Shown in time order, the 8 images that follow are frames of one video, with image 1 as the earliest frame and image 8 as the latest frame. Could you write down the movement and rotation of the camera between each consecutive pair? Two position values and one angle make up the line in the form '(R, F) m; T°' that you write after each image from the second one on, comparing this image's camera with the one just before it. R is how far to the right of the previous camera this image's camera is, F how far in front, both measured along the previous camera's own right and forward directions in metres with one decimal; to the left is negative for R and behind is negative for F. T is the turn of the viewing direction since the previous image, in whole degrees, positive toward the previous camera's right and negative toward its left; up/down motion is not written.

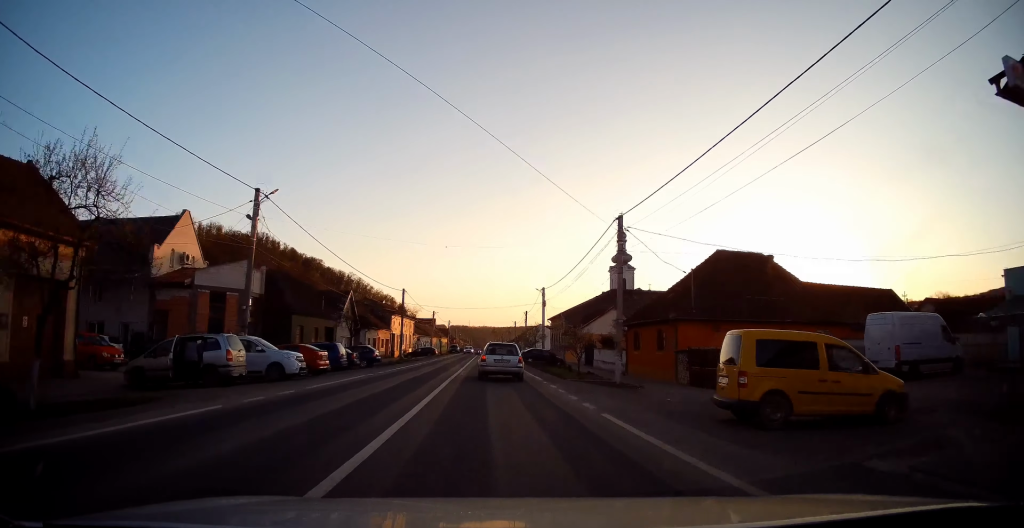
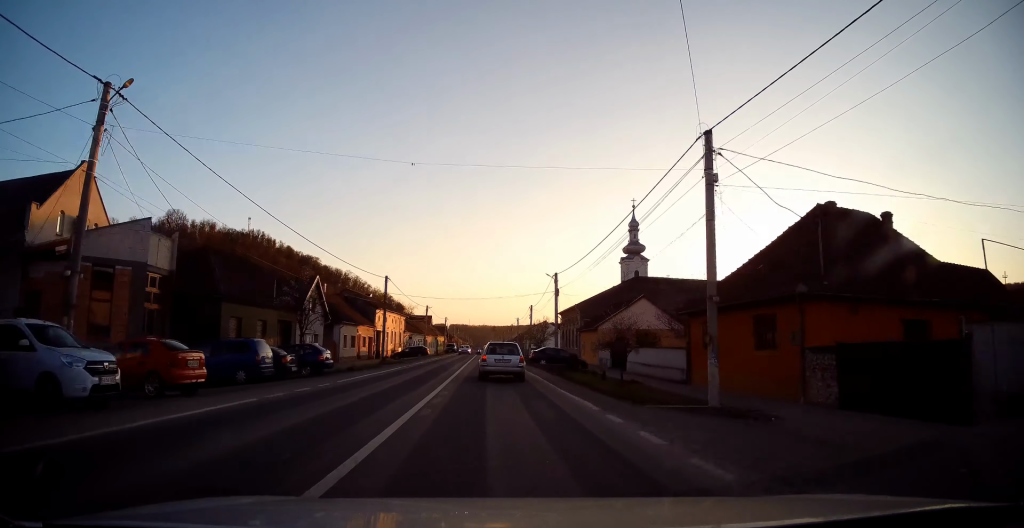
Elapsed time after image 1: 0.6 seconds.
(-0.1, +10.4) m; -1°
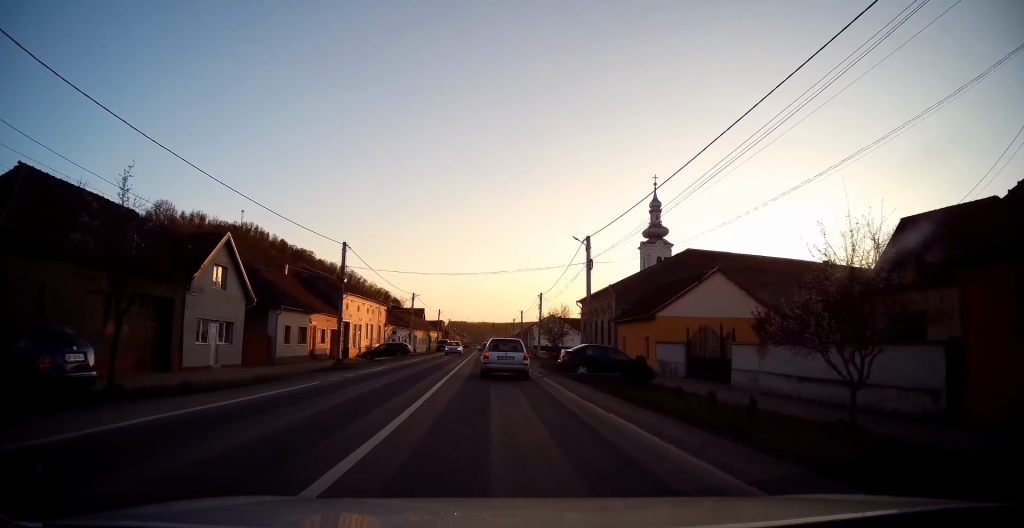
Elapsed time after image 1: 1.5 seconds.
(-0.2, +15.1) m; -1°
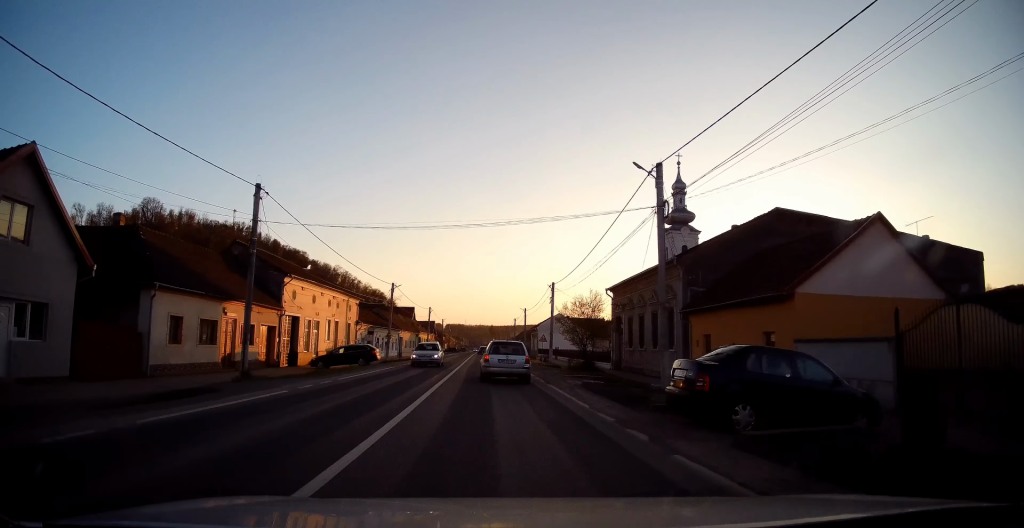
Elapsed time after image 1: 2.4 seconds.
(0.0, +14.1) m; 0°
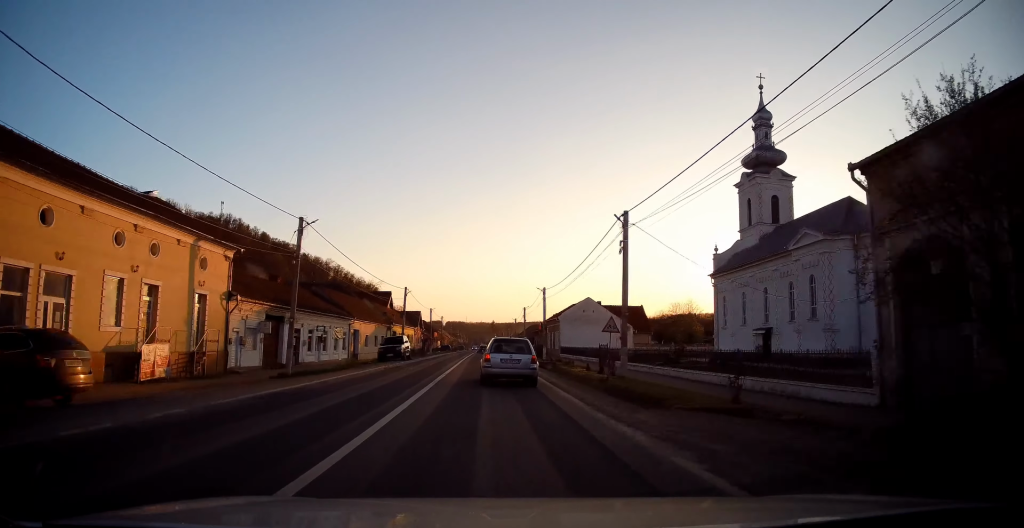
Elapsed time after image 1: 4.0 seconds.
(+0.7, +28.3) m; +2°
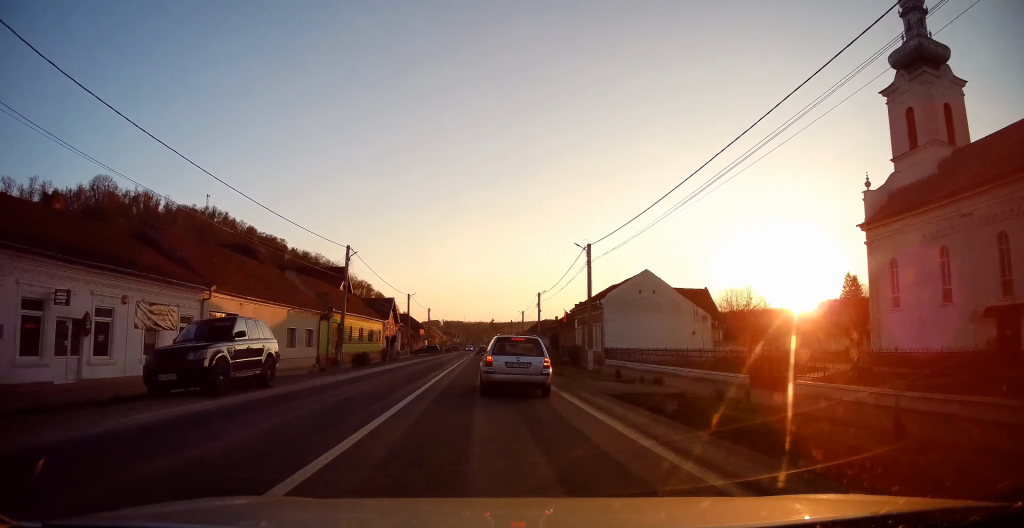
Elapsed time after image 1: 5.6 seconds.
(-0.7, +26.4) m; -2°
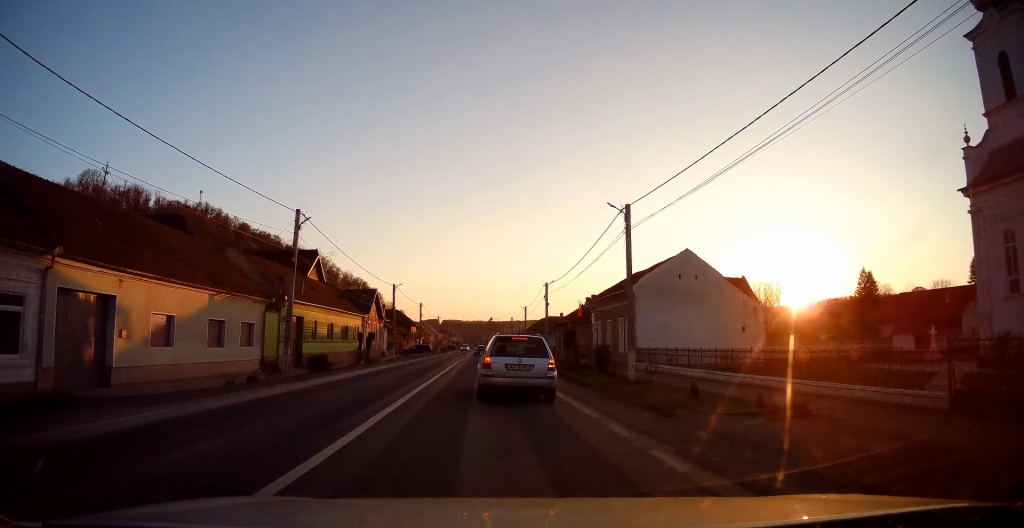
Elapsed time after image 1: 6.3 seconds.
(-0.1, +10.4) m; 0°
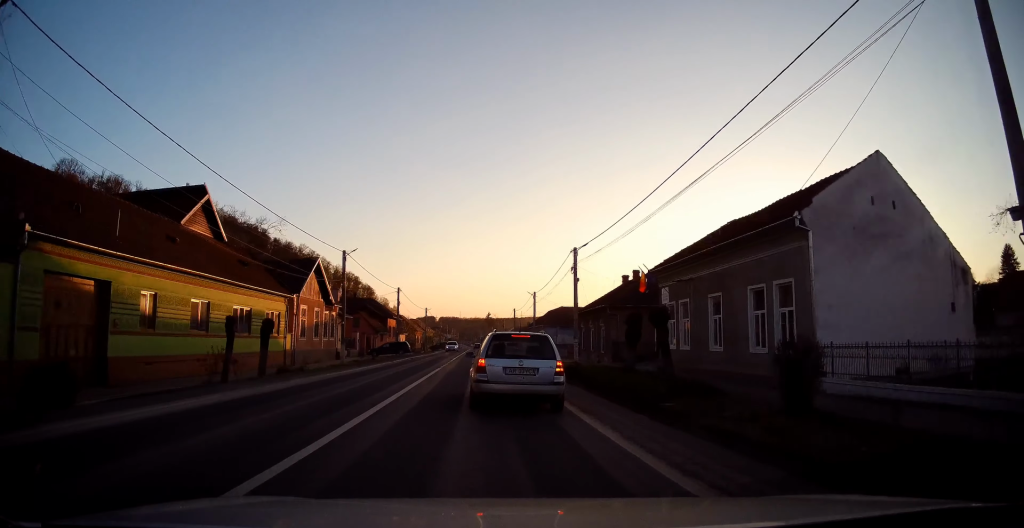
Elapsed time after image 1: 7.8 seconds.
(+0.1, +20.2) m; 0°
